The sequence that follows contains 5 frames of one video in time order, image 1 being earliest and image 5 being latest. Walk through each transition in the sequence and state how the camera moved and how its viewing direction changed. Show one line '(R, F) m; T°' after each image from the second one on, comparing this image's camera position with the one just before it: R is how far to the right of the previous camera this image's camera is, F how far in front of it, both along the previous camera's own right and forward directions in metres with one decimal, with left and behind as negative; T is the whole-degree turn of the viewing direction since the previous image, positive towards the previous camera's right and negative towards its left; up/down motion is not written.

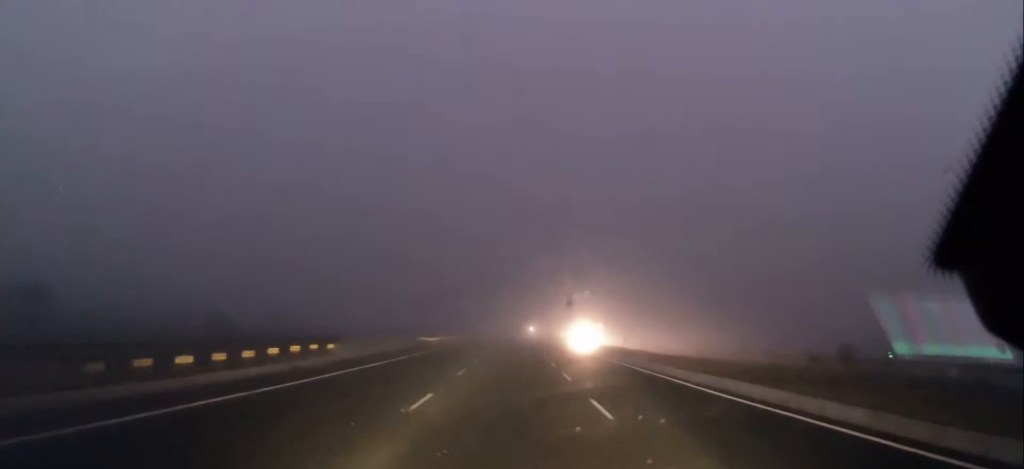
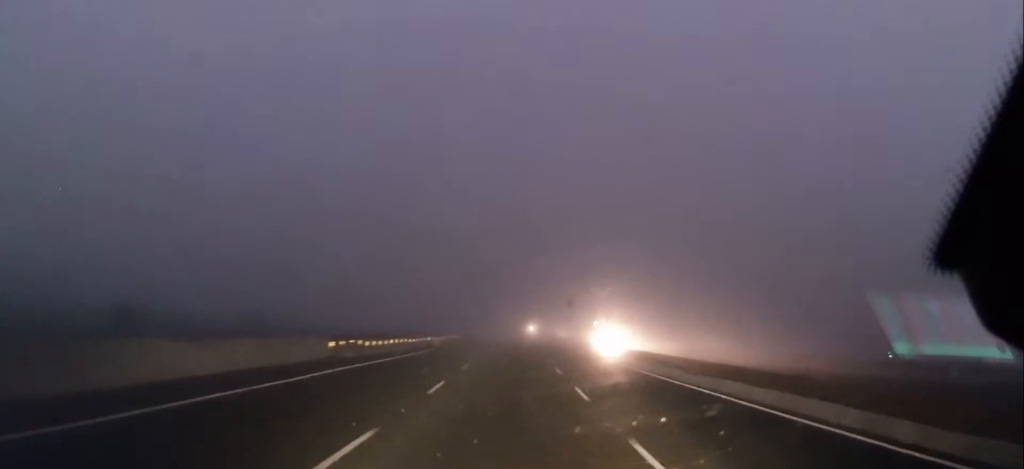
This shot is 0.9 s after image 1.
(+0.2, +24.0) m; 0°
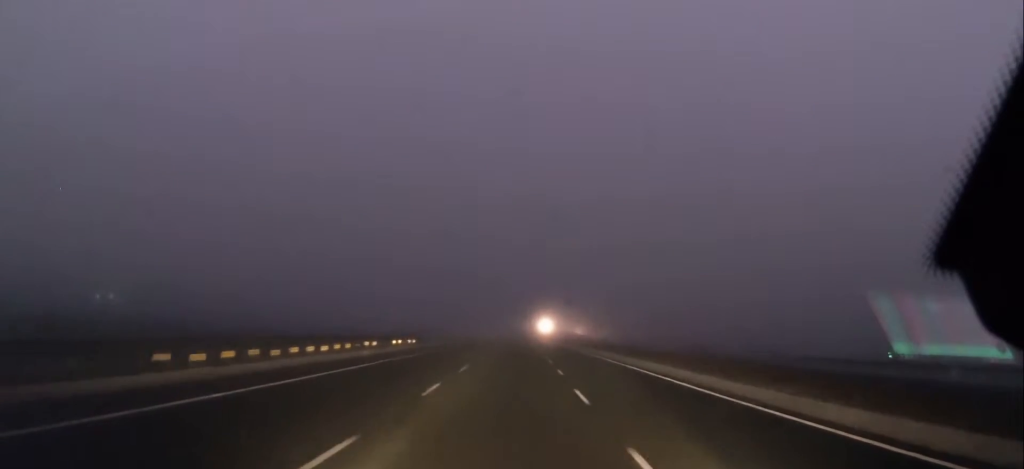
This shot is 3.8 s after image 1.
(-0.4, +82.0) m; -1°
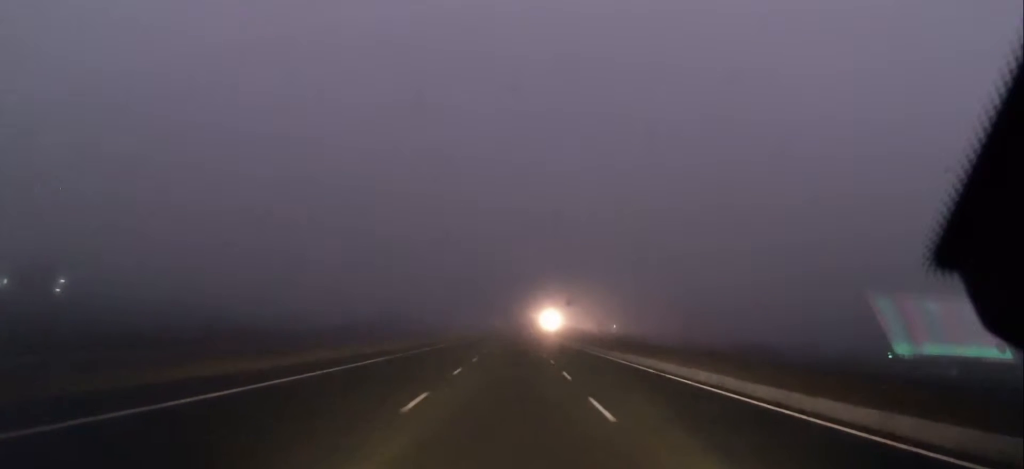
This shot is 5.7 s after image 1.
(-0.2, +57.2) m; 0°
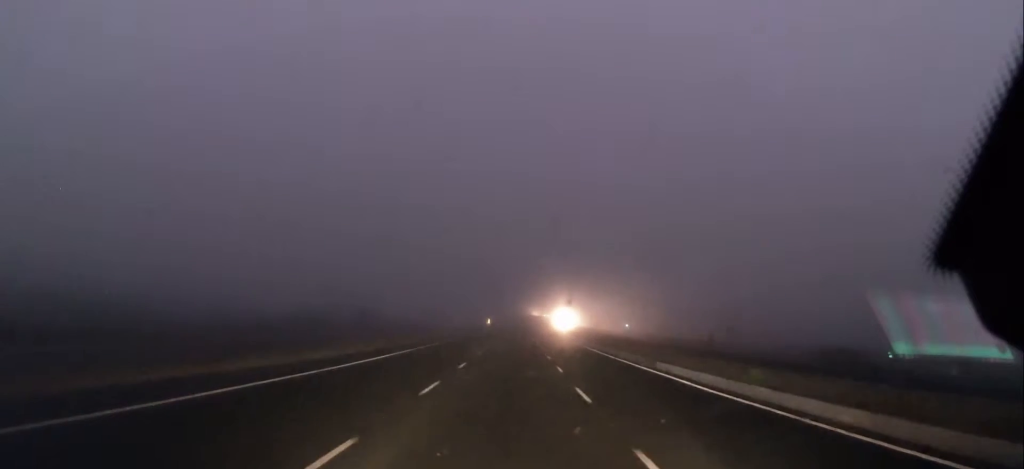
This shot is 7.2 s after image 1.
(+0.3, +42.6) m; 0°
